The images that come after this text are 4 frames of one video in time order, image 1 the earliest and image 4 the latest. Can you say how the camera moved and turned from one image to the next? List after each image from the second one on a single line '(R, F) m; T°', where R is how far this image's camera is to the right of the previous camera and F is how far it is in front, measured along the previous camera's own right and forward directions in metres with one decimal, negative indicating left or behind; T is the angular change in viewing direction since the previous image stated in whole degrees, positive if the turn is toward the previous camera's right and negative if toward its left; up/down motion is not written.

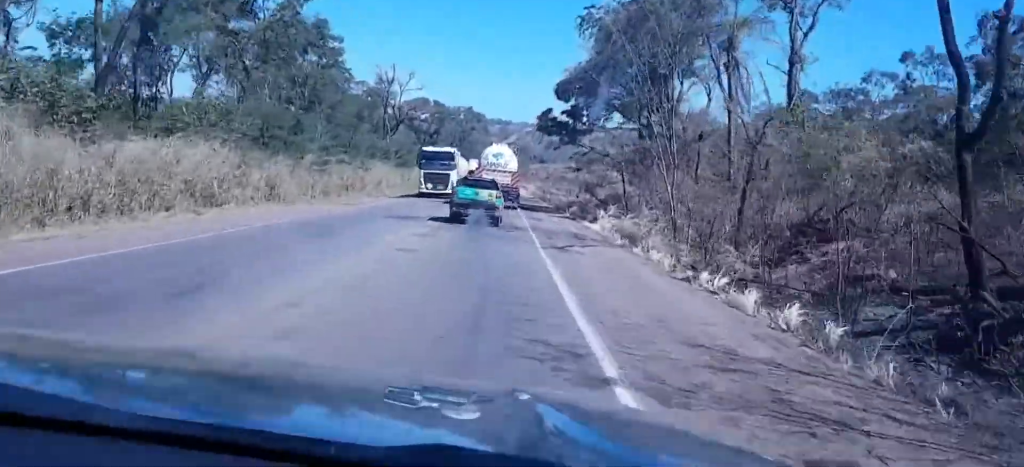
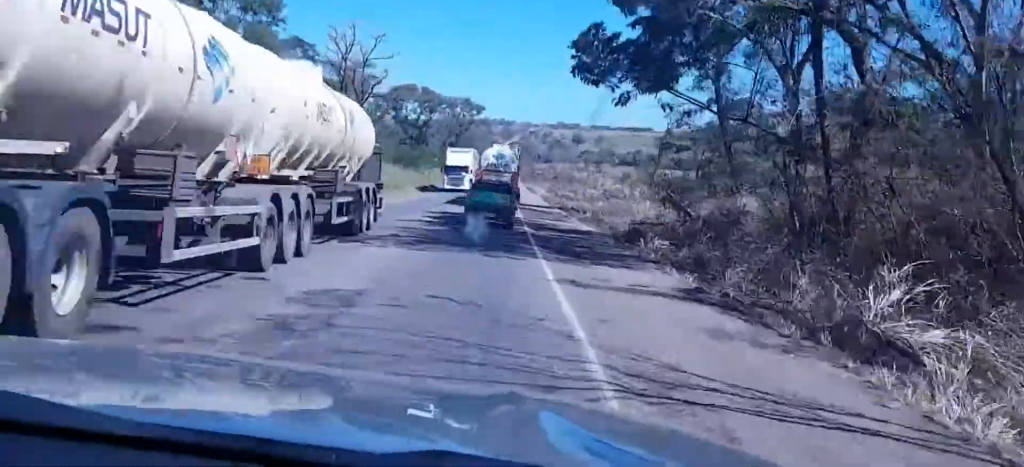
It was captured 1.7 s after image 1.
(+0.8, +33.3) m; +3°
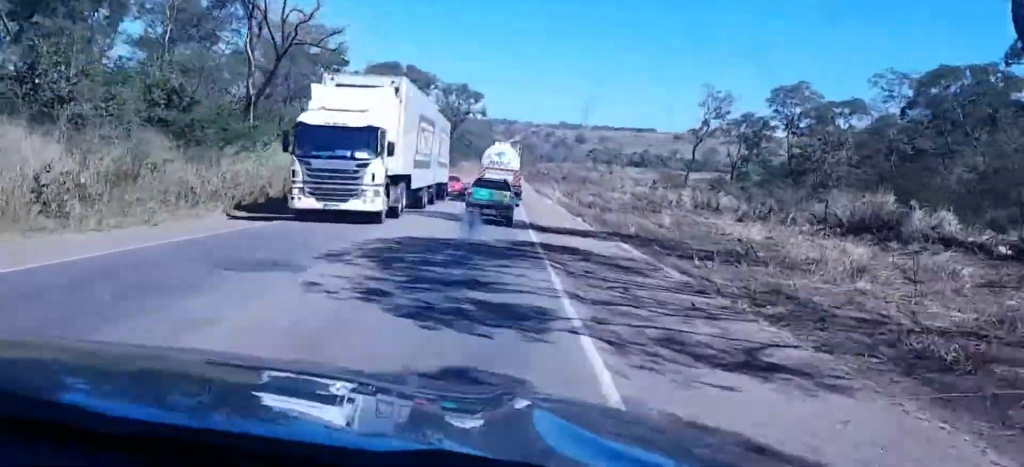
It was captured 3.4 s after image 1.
(-0.4, +33.6) m; -1°
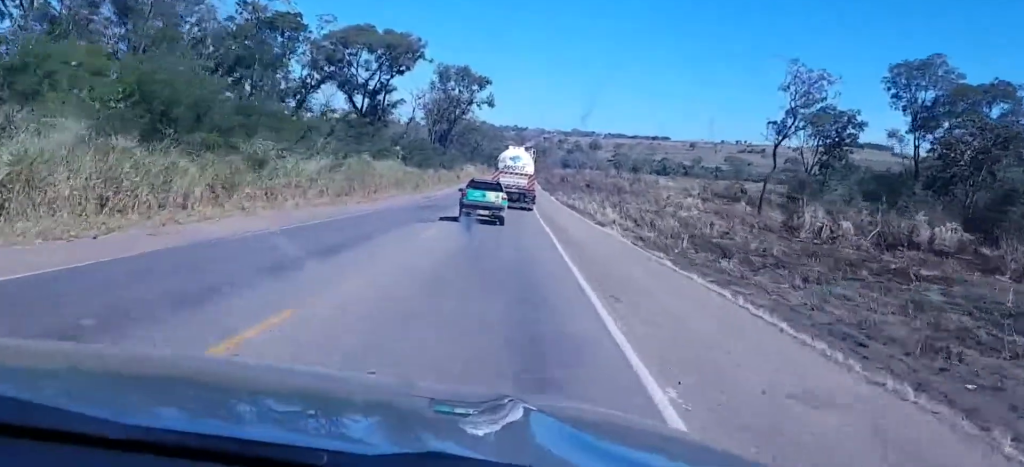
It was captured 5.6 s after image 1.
(+0.4, +42.5) m; 0°
